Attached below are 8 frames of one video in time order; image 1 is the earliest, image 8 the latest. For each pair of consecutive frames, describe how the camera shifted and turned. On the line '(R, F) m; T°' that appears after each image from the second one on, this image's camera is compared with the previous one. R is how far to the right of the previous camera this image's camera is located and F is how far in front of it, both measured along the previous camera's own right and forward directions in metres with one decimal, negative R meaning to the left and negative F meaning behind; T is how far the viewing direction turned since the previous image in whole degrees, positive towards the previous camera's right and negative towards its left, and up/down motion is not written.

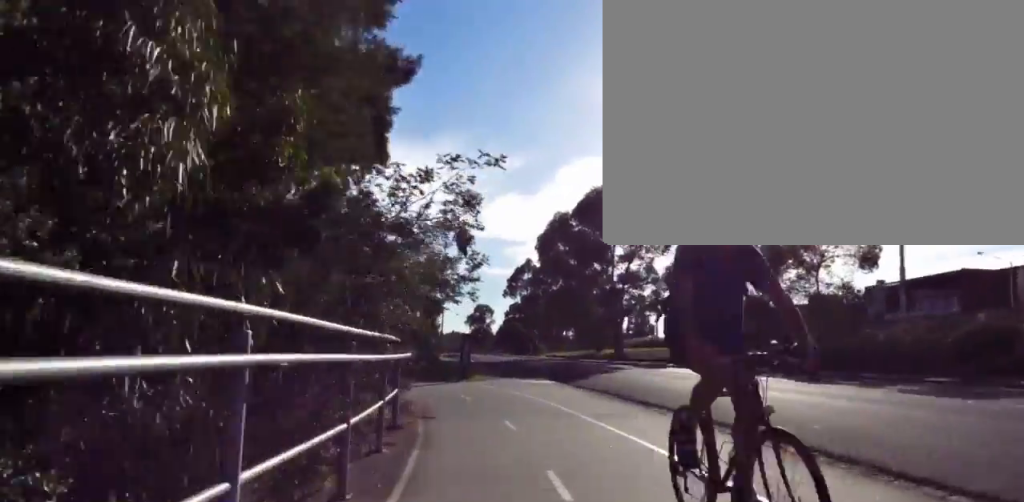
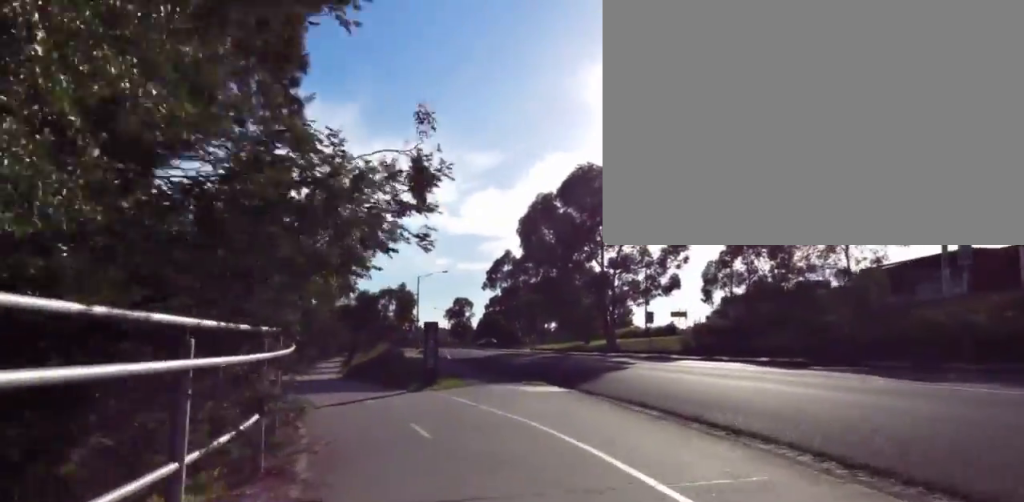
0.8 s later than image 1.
(+0.6, +5.4) m; -7°
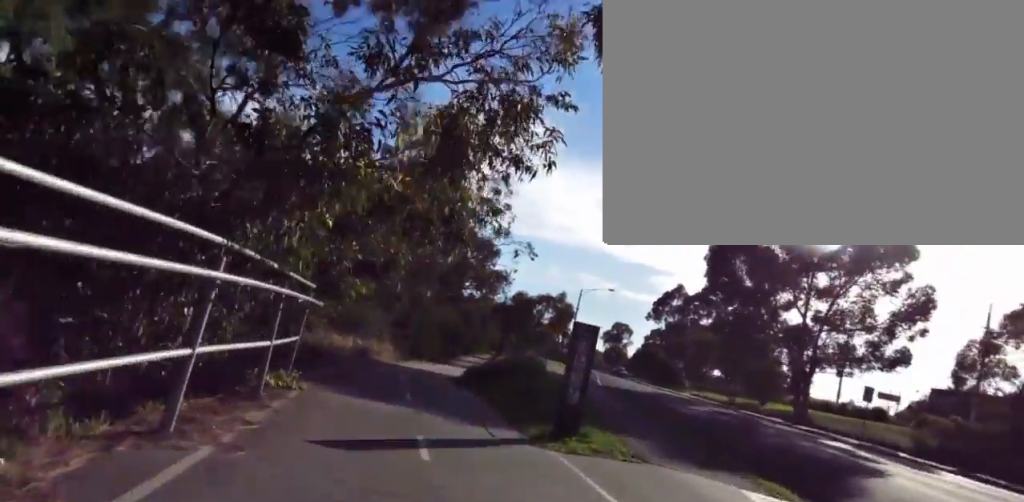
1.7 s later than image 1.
(-1.3, +5.8) m; -22°
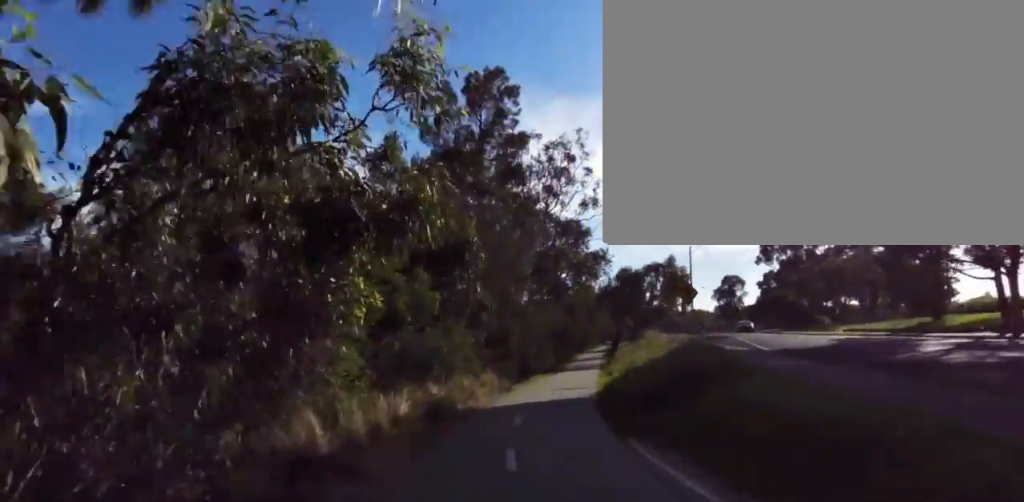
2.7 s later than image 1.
(-1.1, +7.9) m; -3°
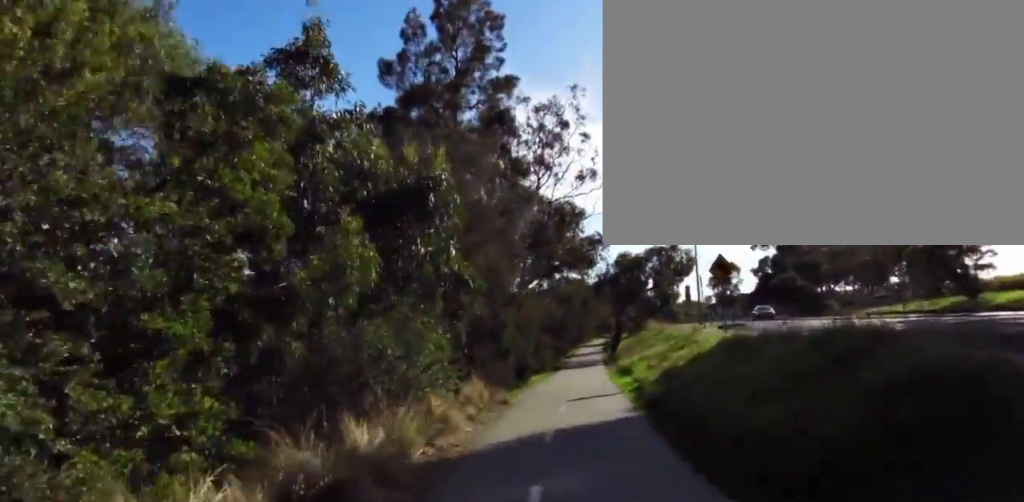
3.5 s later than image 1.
(+0.5, +6.3) m; +7°
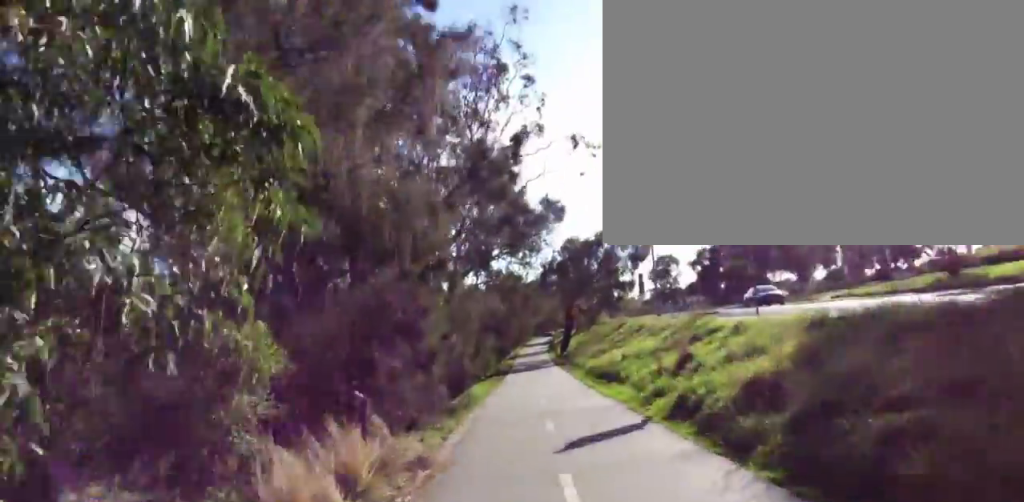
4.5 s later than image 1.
(+0.5, +7.6) m; +9°
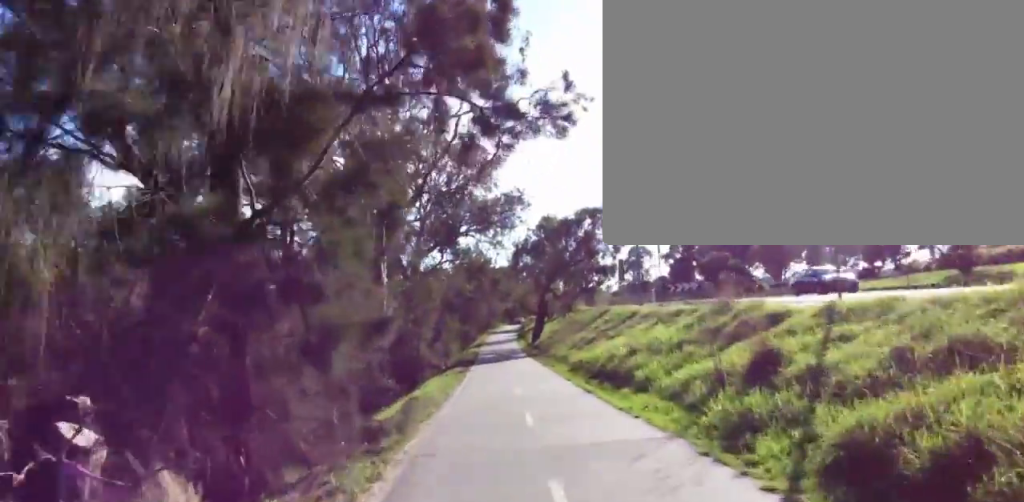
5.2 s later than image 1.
(+0.3, +4.7) m; -4°
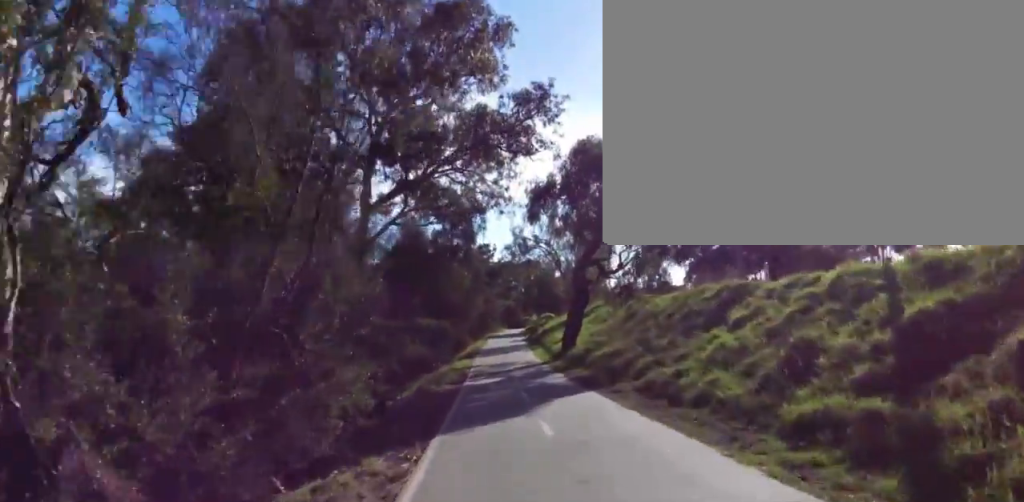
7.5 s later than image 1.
(-0.8, +17.5) m; +7°
